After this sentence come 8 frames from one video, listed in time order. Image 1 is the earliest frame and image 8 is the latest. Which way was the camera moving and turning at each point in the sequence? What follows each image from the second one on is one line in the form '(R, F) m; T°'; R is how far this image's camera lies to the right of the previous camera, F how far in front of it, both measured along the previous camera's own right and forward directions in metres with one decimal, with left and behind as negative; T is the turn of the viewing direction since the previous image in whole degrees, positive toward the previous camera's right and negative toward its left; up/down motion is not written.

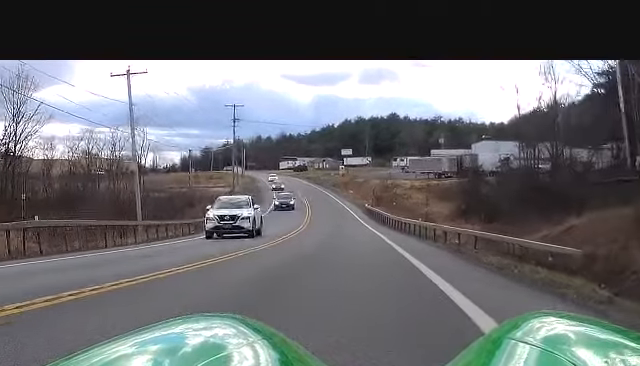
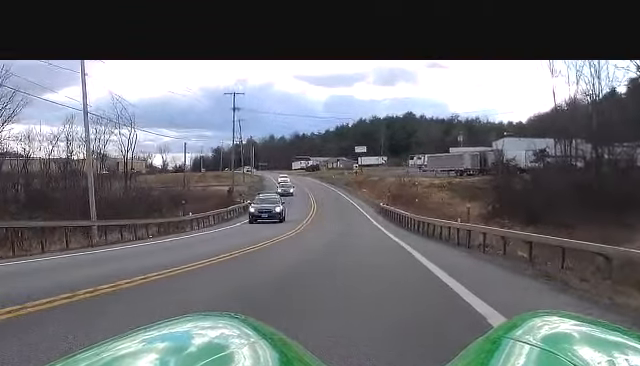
(0.0, +11.2) m; 0°
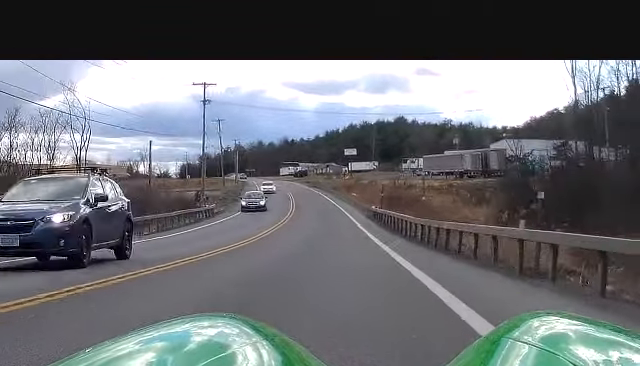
(0.0, +12.9) m; -1°
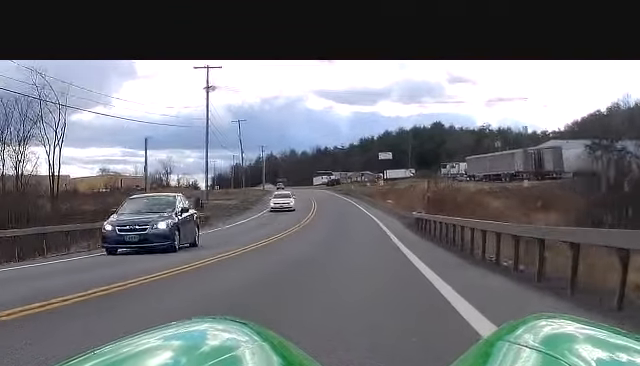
(-0.2, +16.1) m; +2°
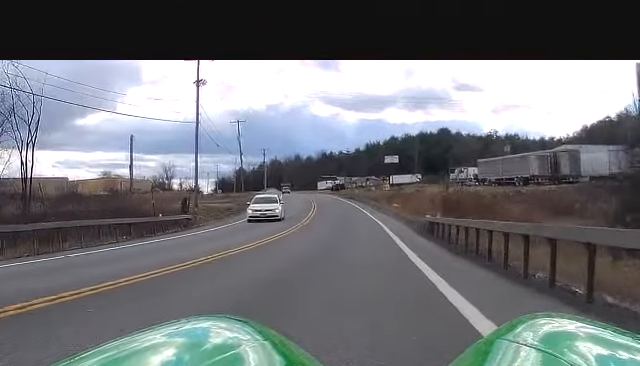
(-0.5, +6.7) m; +3°
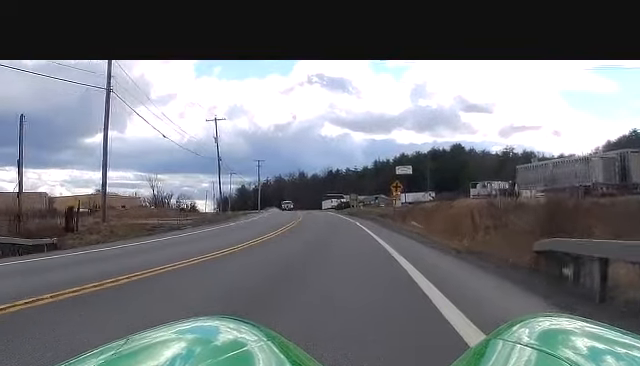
(+0.4, +25.0) m; -8°
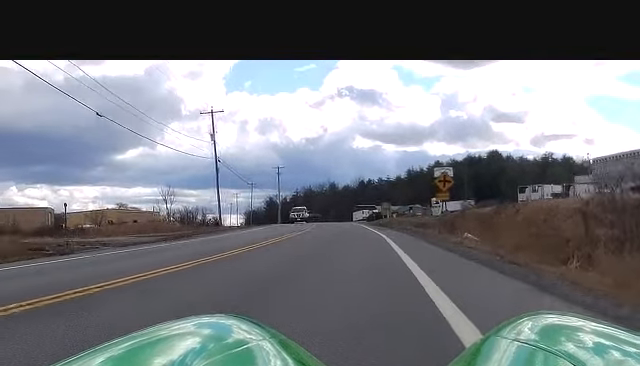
(-1.8, +19.9) m; -6°
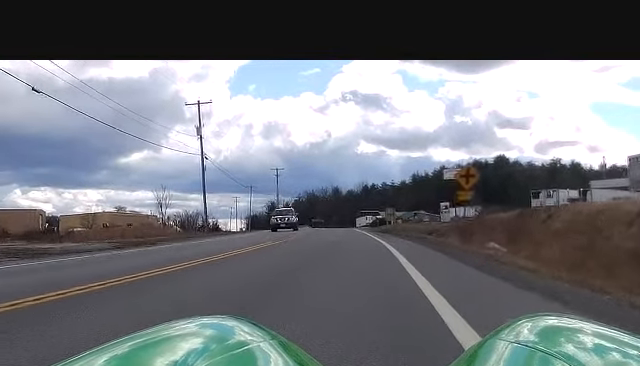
(0.0, +8.6) m; +1°
